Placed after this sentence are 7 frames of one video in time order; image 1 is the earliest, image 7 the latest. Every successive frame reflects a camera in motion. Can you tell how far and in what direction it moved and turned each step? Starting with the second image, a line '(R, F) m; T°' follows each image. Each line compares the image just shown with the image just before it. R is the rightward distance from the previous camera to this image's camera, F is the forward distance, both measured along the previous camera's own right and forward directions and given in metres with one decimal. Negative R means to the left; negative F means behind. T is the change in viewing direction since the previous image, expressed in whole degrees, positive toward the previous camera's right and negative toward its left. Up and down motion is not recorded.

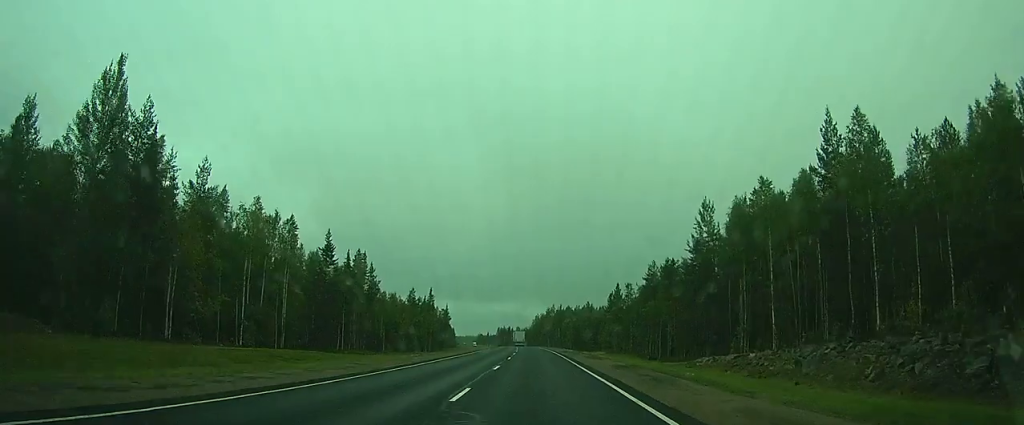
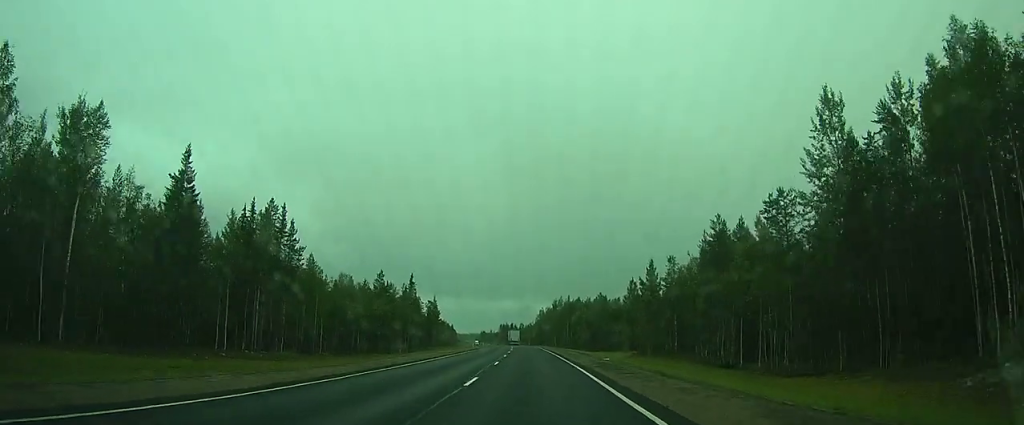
(-0.4, +35.0) m; -1°
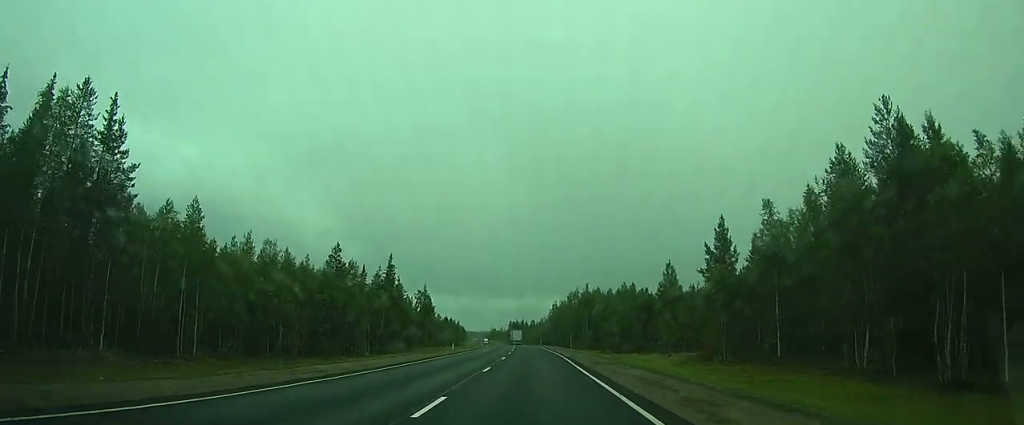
(-0.2, +32.8) m; -1°
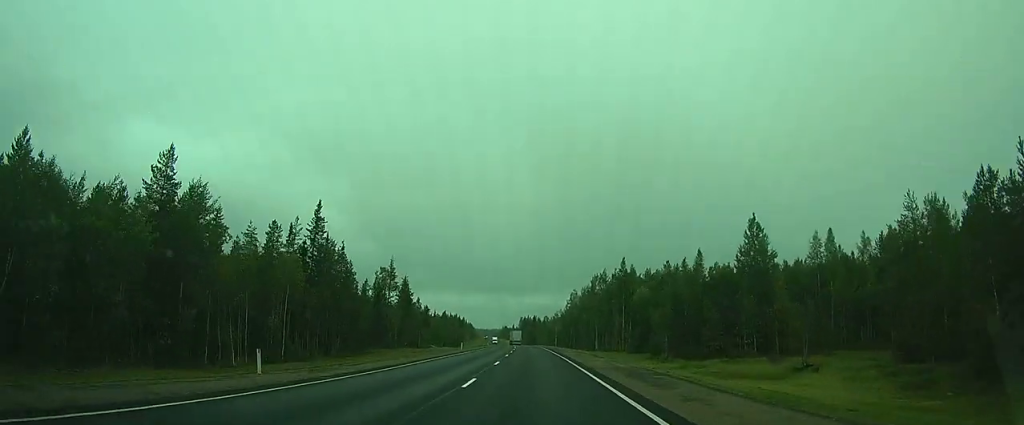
(-0.9, +46.7) m; -3°
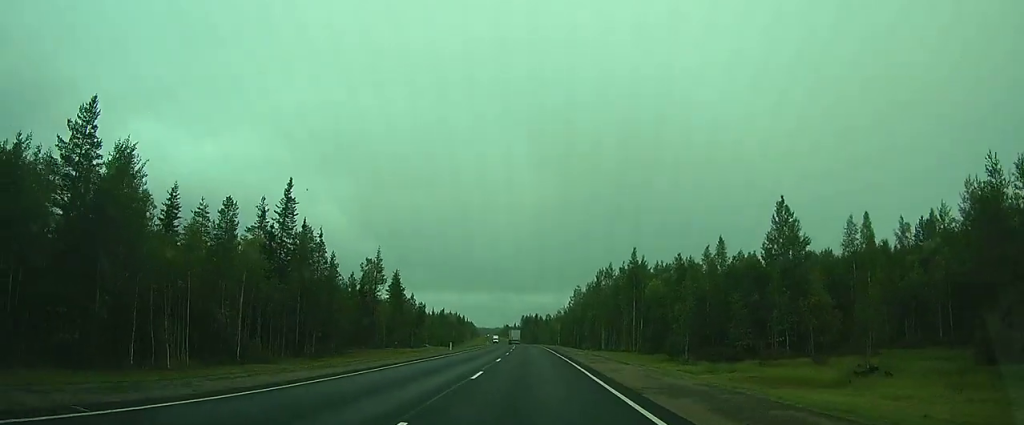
(0.0, +10.2) m; -1°
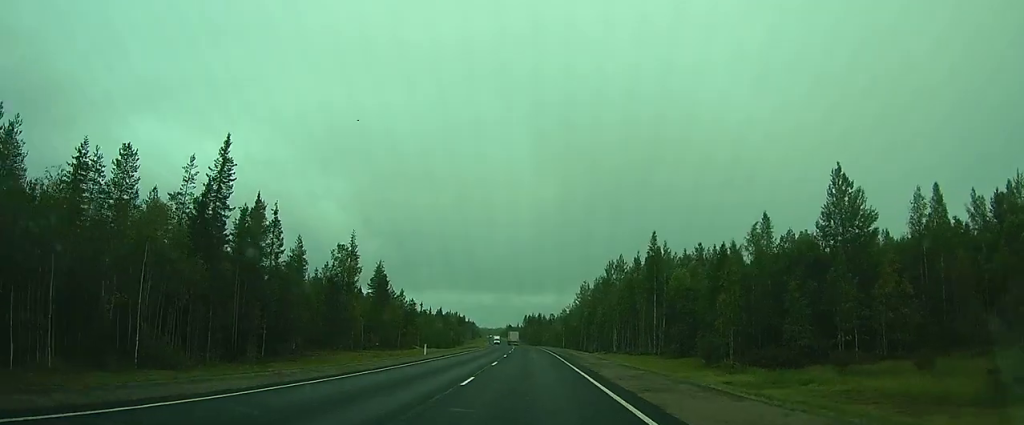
(-0.2, +15.1) m; 0°
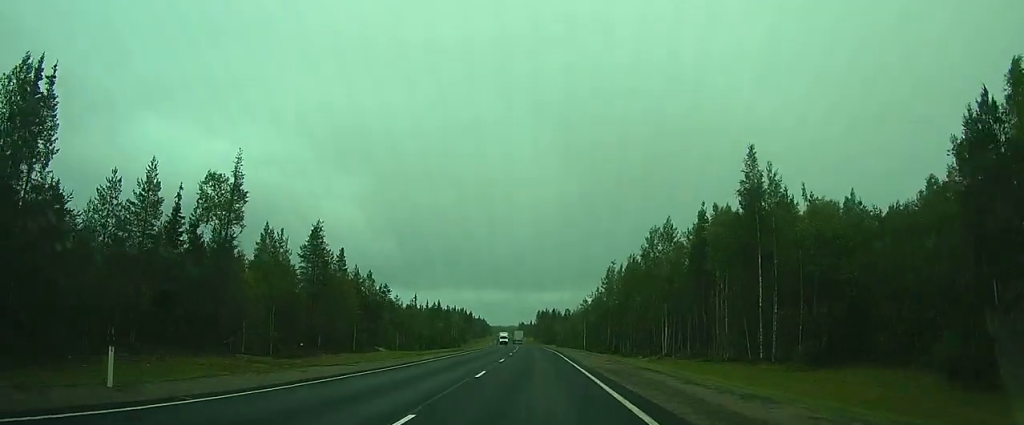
(-0.2, +35.4) m; 0°
